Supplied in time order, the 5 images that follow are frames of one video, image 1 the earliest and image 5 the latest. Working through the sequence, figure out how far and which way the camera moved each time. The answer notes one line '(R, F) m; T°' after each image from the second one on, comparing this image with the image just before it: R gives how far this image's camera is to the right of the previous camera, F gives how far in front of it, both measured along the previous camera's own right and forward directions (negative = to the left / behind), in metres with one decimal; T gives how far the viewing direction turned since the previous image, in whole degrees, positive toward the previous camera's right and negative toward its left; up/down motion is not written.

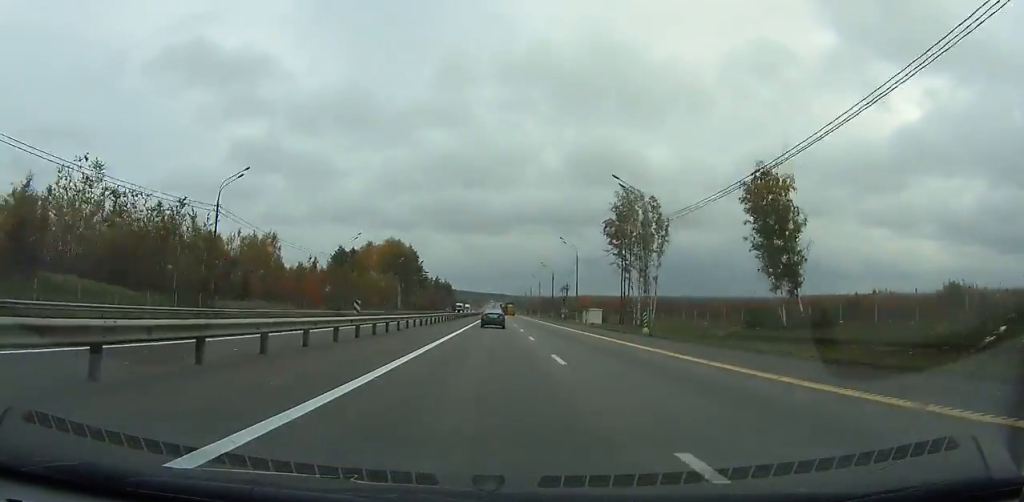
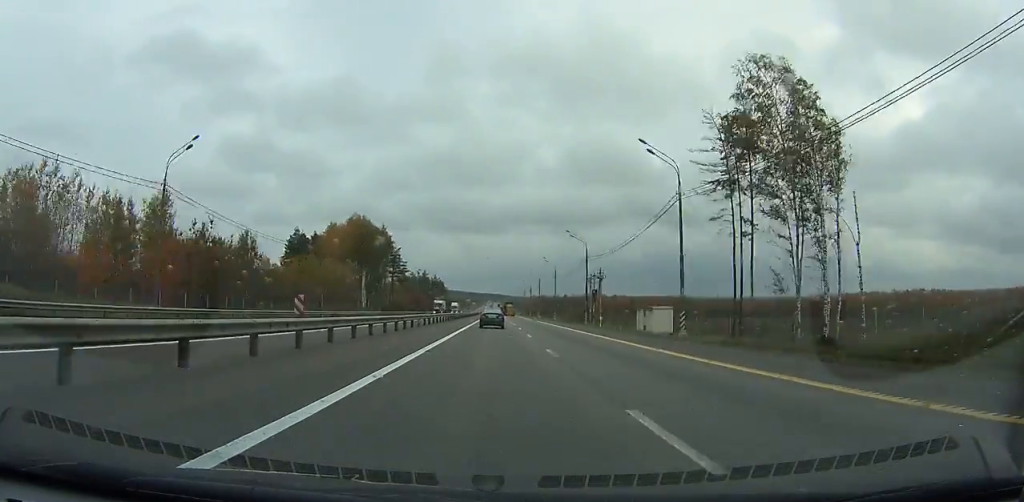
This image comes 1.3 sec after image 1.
(0.0, +43.5) m; 0°
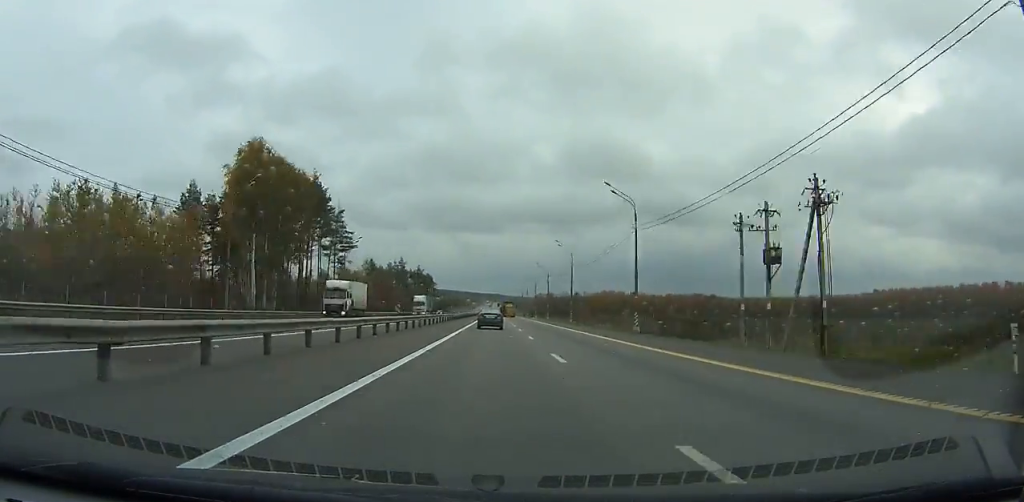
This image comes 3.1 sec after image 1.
(-0.2, +60.2) m; 0°
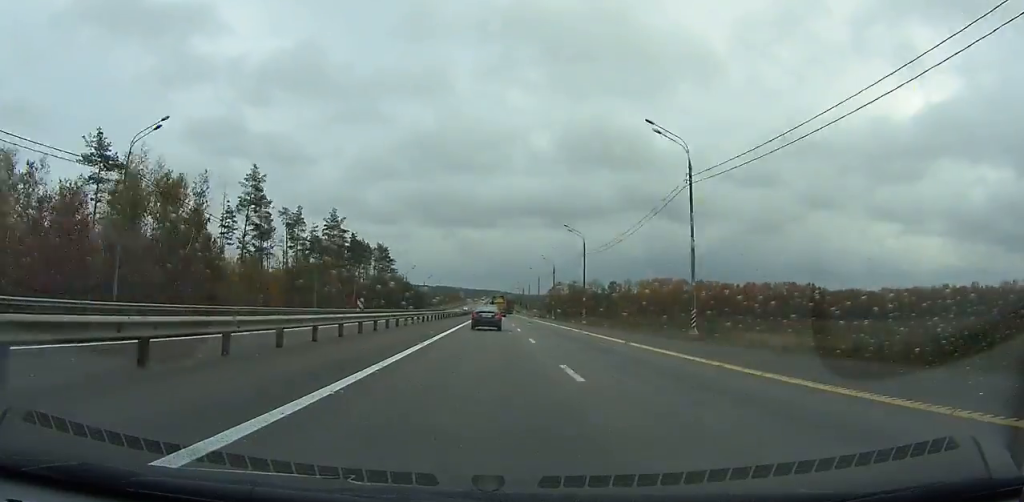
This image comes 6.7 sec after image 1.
(+0.3, +118.9) m; 0°
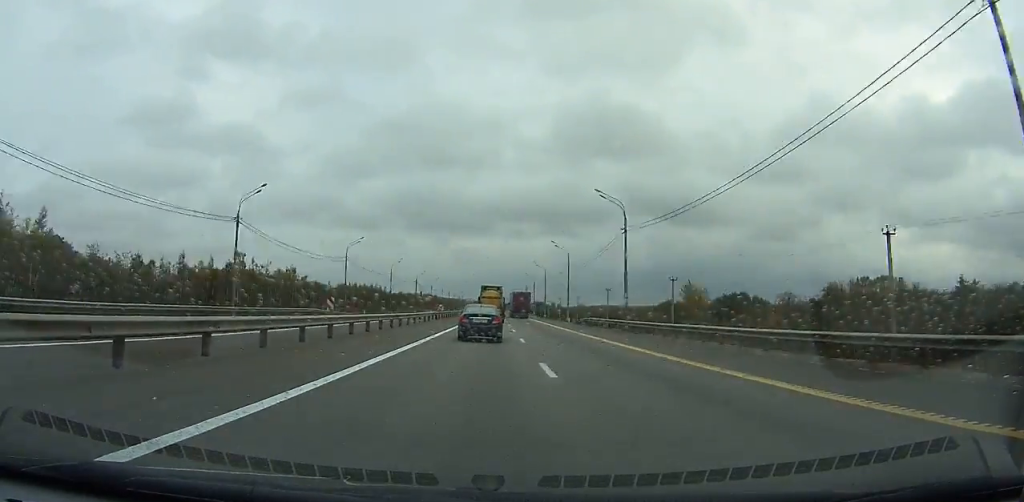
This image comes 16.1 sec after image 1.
(+0.3, +276.5) m; 0°
